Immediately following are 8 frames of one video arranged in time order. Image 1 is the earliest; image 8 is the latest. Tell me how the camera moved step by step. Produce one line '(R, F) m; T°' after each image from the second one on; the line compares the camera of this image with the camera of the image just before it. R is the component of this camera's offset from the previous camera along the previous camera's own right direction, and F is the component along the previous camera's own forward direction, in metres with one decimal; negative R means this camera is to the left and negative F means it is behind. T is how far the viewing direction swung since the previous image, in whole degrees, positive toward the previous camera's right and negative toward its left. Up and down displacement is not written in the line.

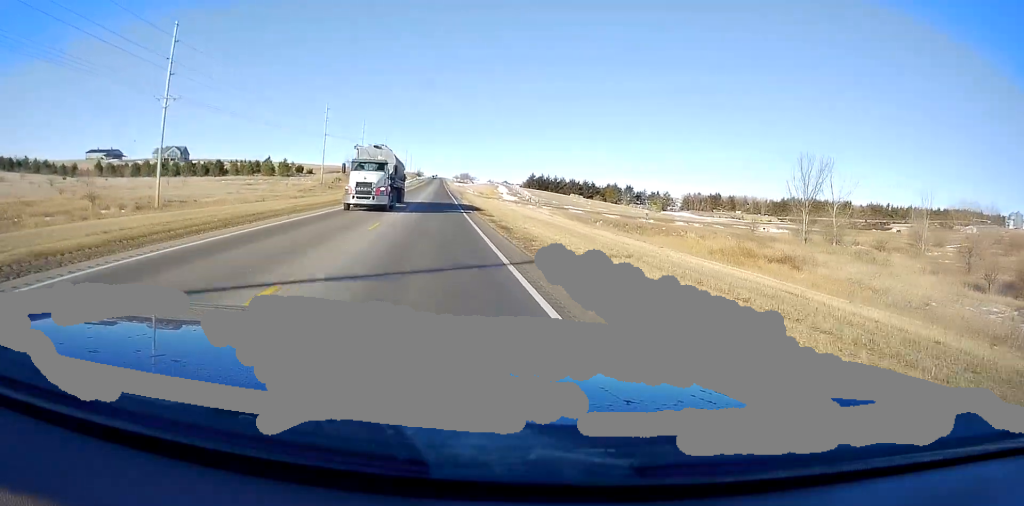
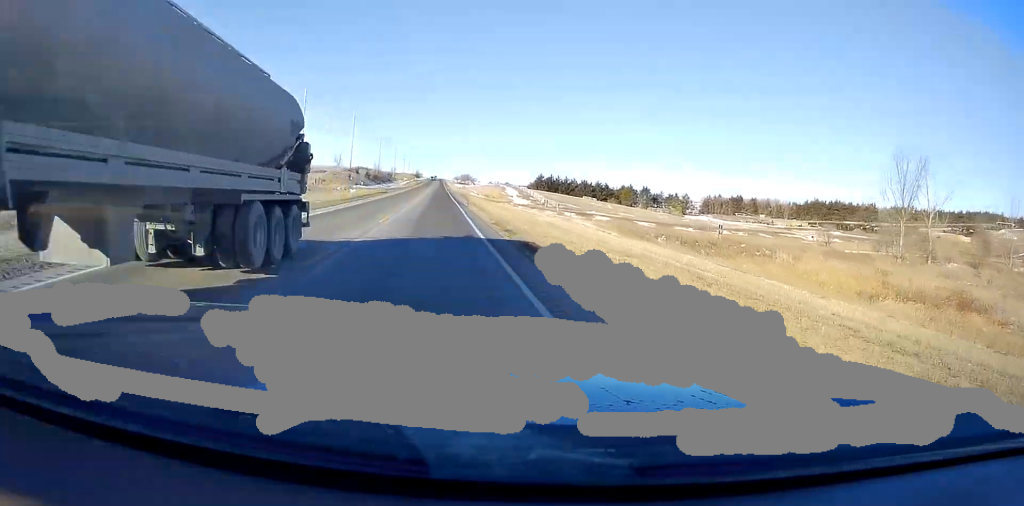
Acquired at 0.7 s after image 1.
(+0.1, +20.5) m; 0°
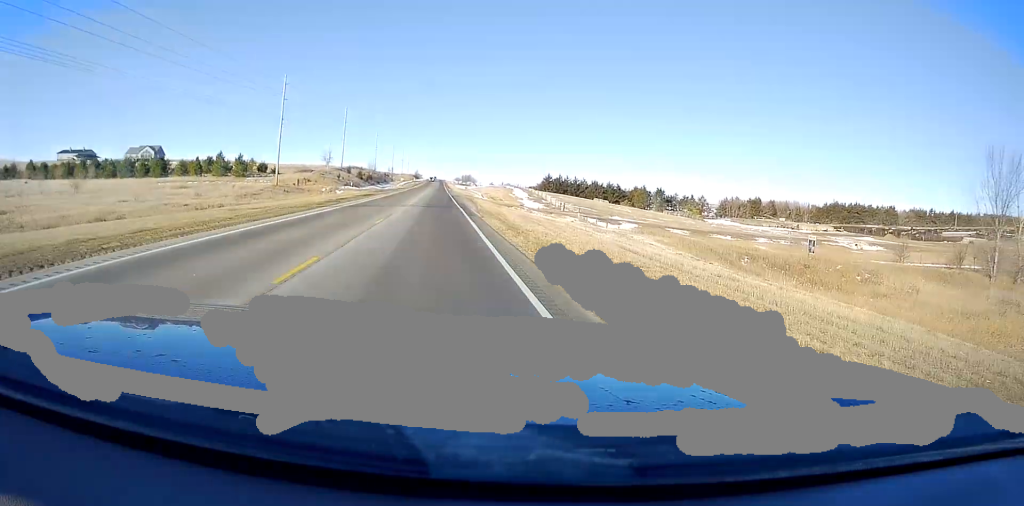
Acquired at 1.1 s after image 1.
(-0.2, +14.9) m; 0°
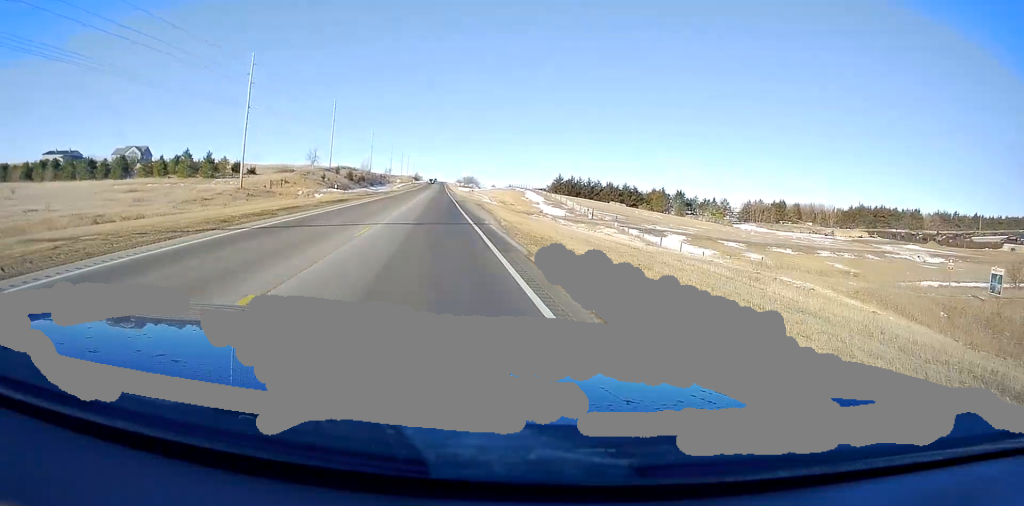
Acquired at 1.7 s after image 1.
(-0.1, +17.5) m; -1°
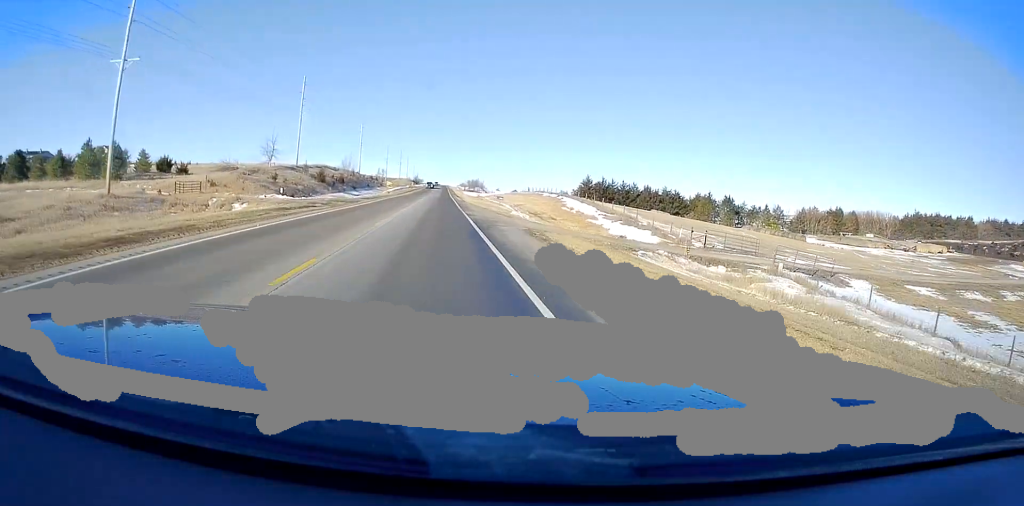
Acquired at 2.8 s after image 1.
(-0.3, +33.3) m; -1°
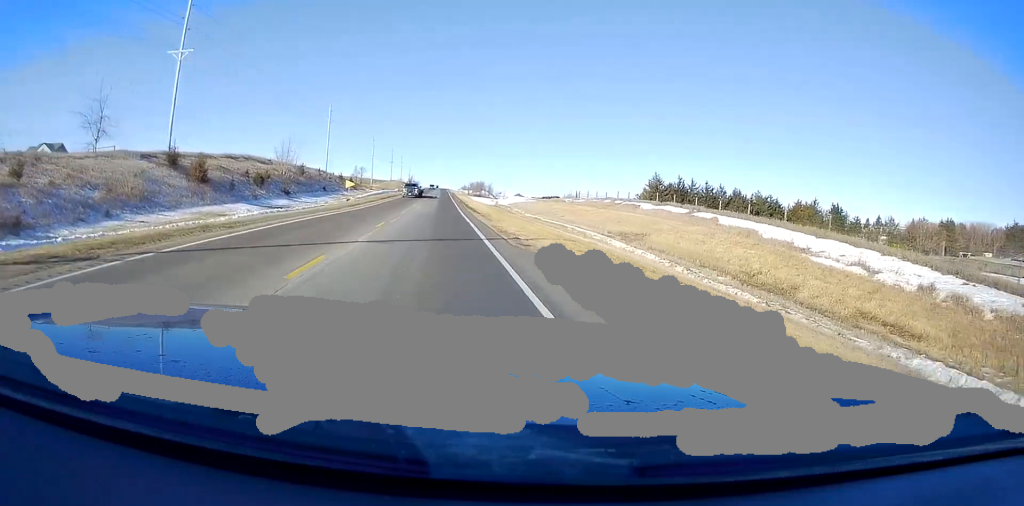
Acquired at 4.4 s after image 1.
(+0.4, +50.0) m; +2°
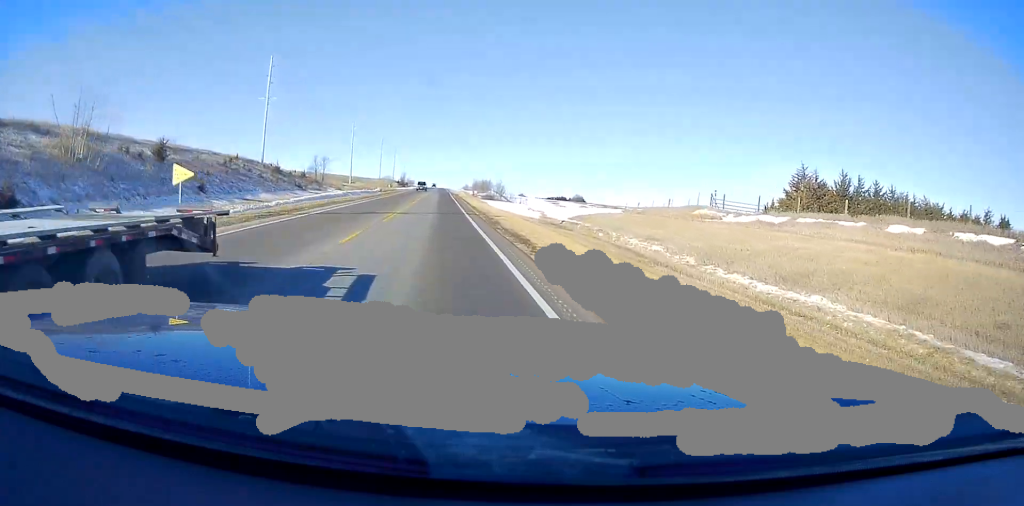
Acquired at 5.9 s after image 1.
(+0.2, +45.9) m; -1°
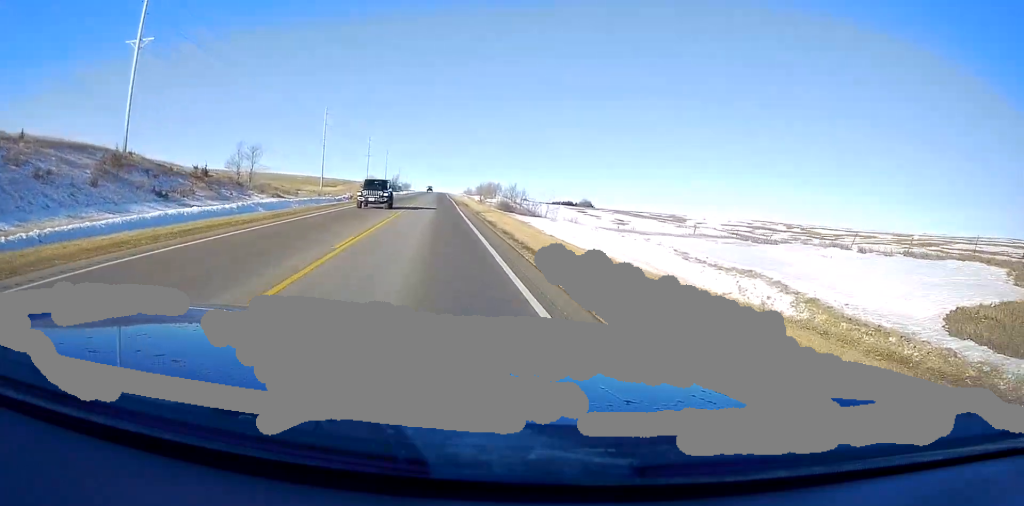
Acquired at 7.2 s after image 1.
(-0.3, +38.7) m; 0°
